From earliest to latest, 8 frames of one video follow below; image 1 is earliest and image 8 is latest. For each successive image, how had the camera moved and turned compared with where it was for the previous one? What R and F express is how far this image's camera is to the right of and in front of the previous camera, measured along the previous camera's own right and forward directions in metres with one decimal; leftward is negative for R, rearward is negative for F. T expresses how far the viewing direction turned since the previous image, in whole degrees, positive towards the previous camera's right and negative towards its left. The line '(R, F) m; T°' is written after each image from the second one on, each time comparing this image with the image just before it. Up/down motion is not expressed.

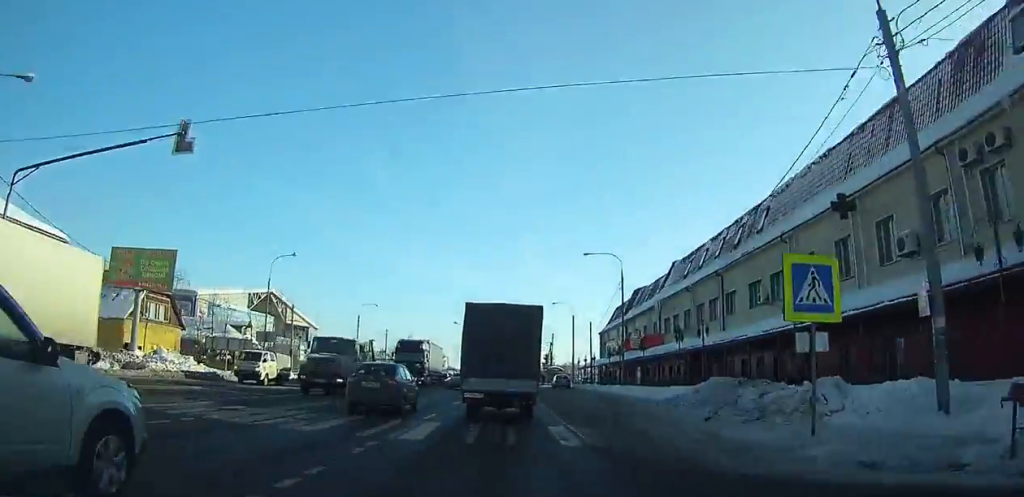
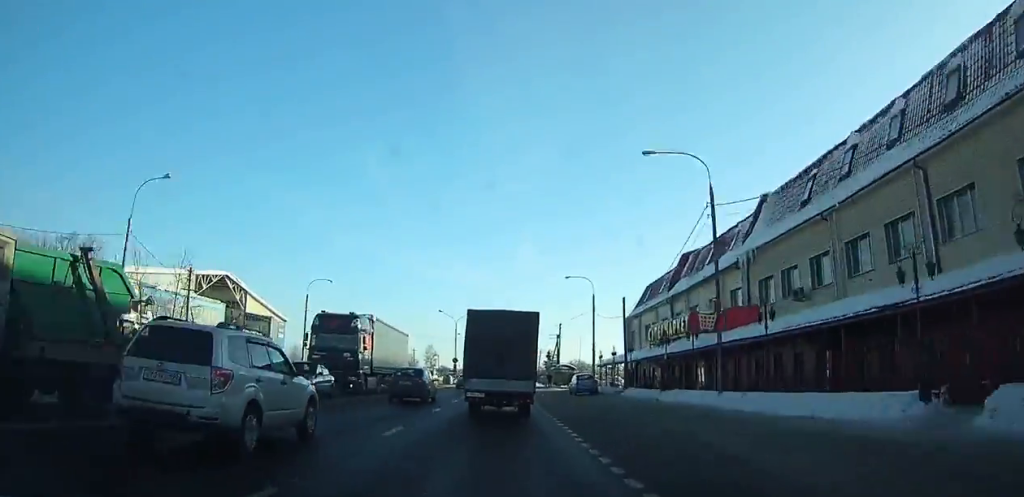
(0.0, +21.6) m; 0°
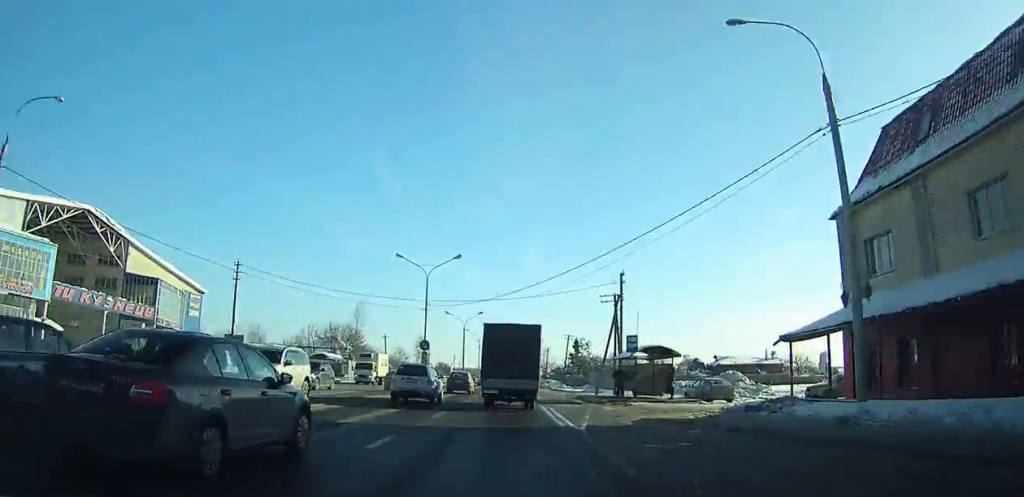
(-0.1, +44.9) m; 0°
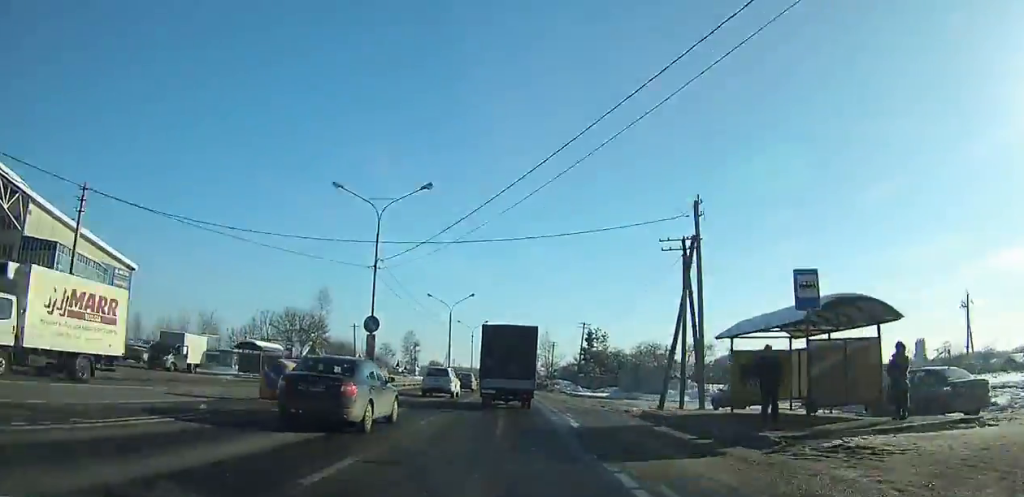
(0.0, +19.8) m; 0°
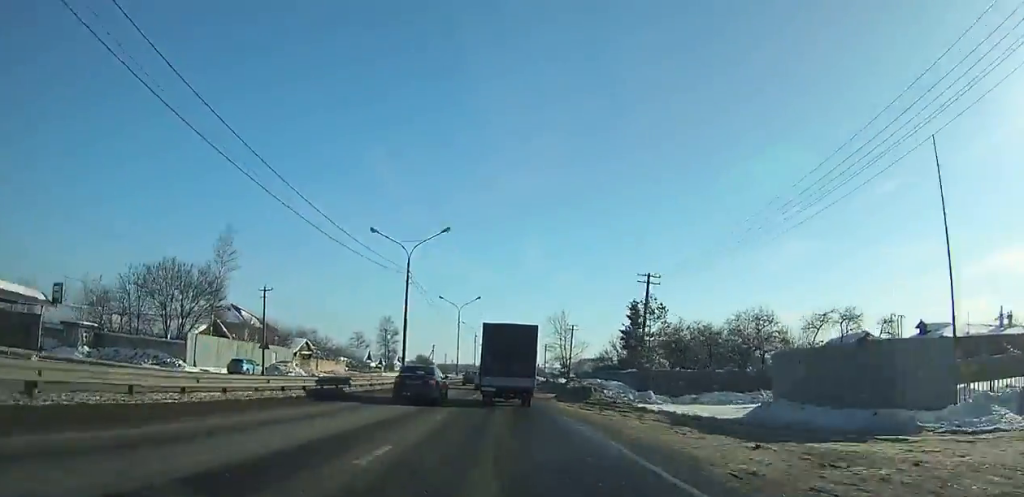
(+0.1, +31.6) m; 0°
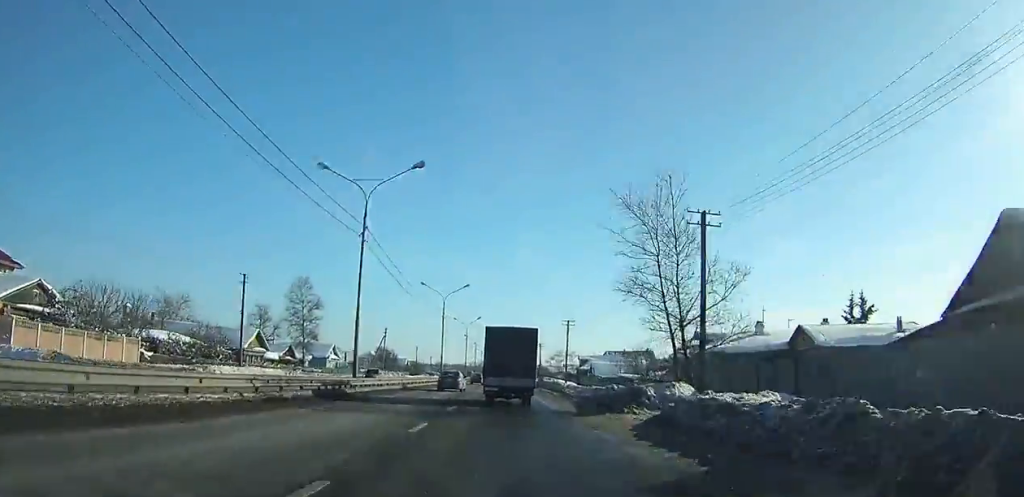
(+0.2, +53.3) m; 0°
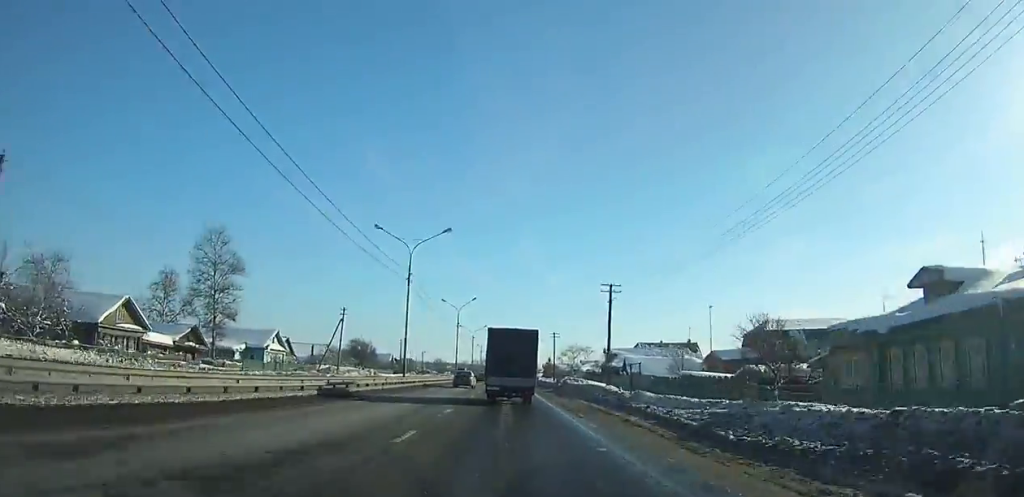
(0.0, +26.5) m; 0°
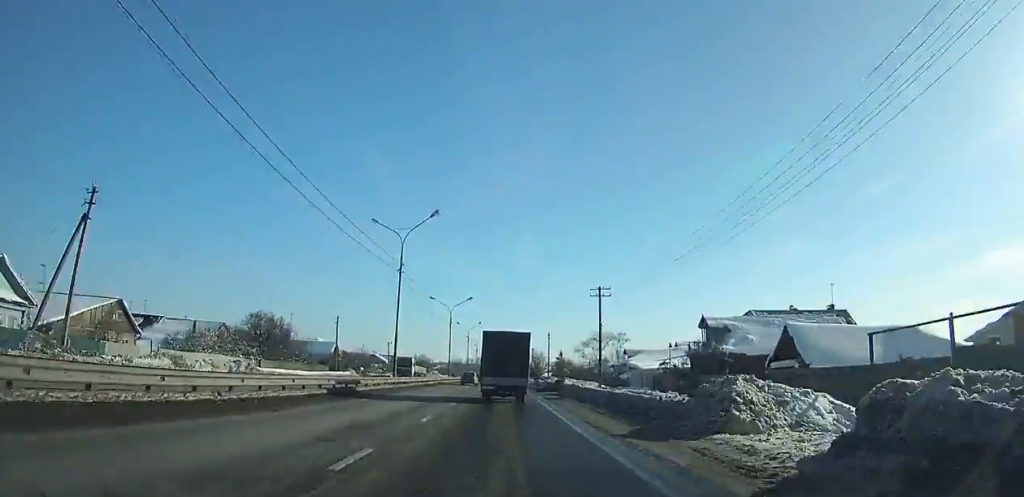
(0.0, +43.9) m; 0°
